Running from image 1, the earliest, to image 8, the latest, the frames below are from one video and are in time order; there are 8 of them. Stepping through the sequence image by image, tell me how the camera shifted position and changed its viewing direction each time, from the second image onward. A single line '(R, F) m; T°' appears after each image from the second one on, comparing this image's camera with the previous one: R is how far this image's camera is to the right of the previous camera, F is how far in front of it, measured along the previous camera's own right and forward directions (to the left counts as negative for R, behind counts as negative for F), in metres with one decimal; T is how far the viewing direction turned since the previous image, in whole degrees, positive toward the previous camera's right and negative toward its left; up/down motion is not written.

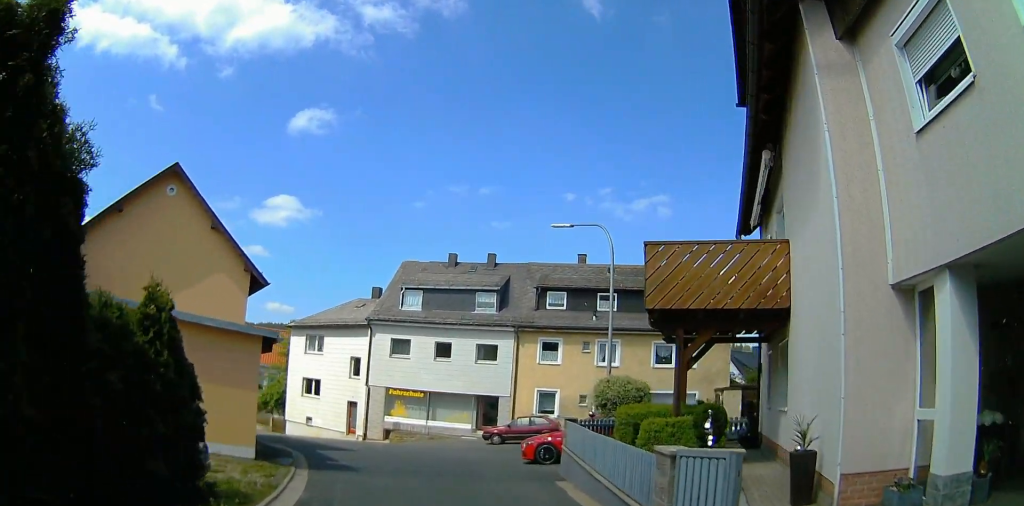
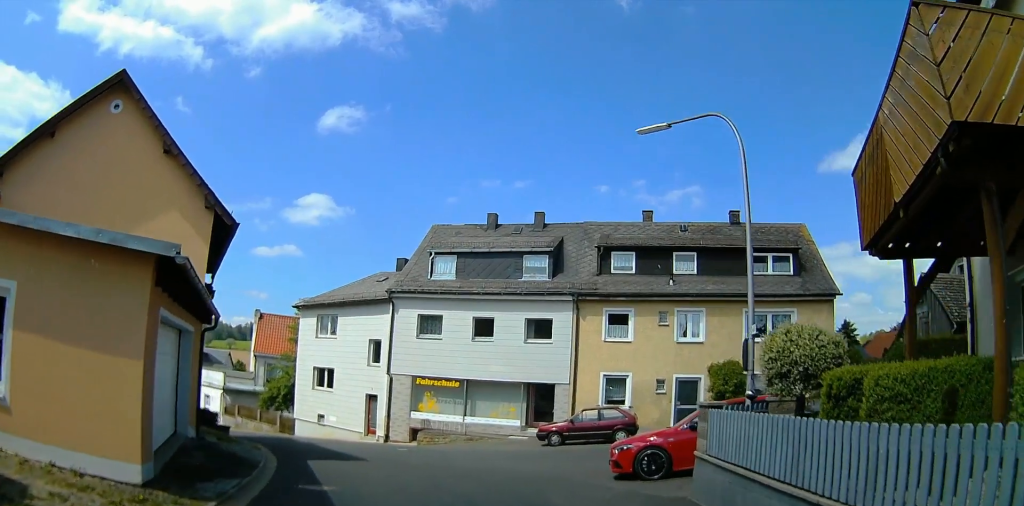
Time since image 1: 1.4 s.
(0.0, +6.0) m; 0°
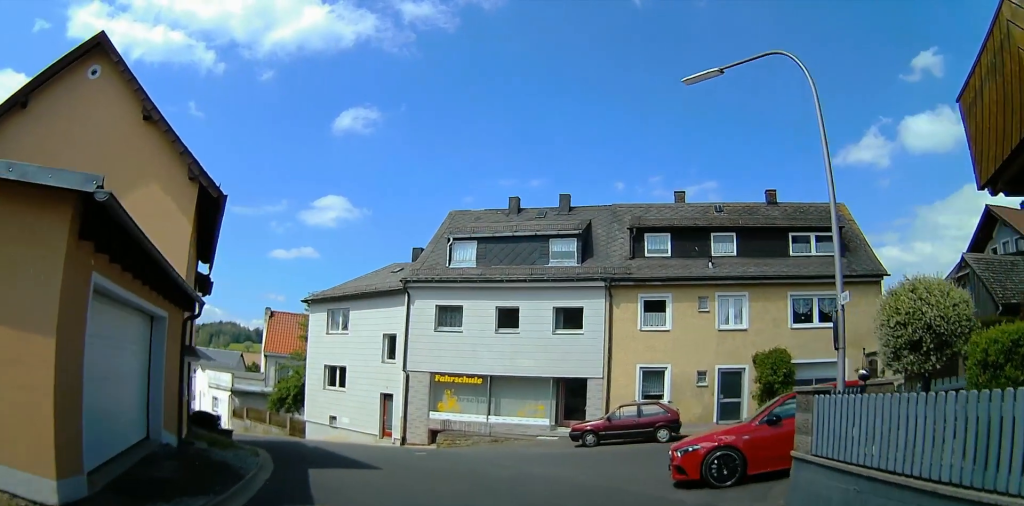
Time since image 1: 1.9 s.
(0.0, +2.1) m; 0°
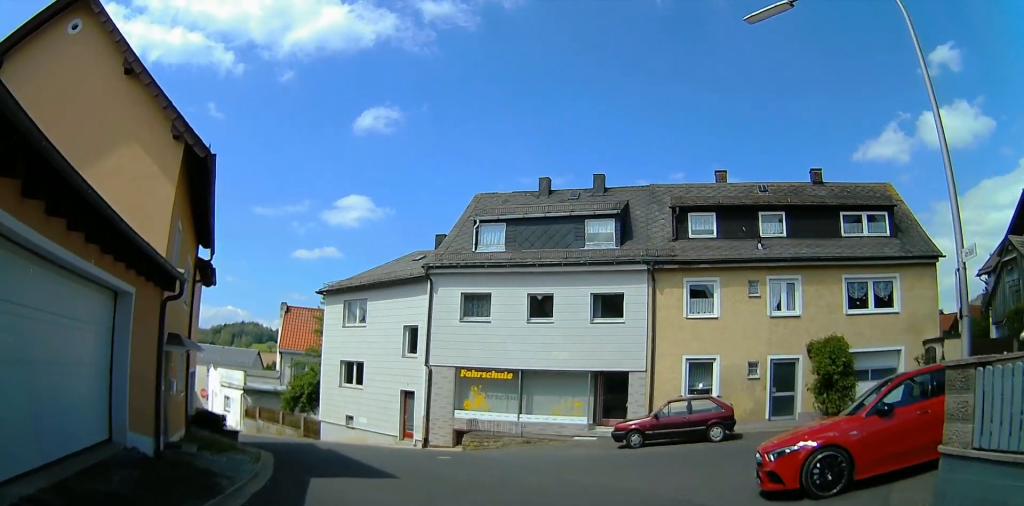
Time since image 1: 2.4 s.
(0.0, +2.2) m; +2°
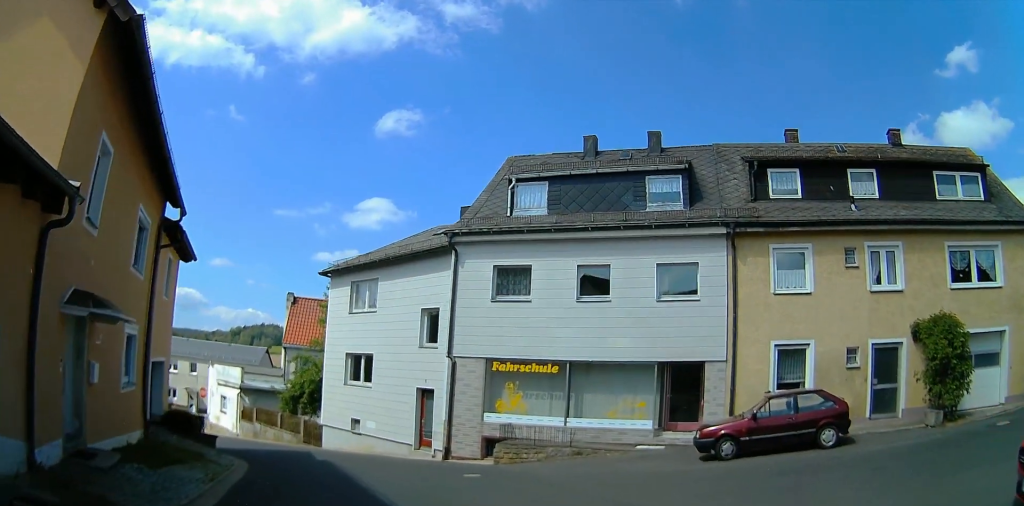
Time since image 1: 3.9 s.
(+0.2, +5.0) m; +7°
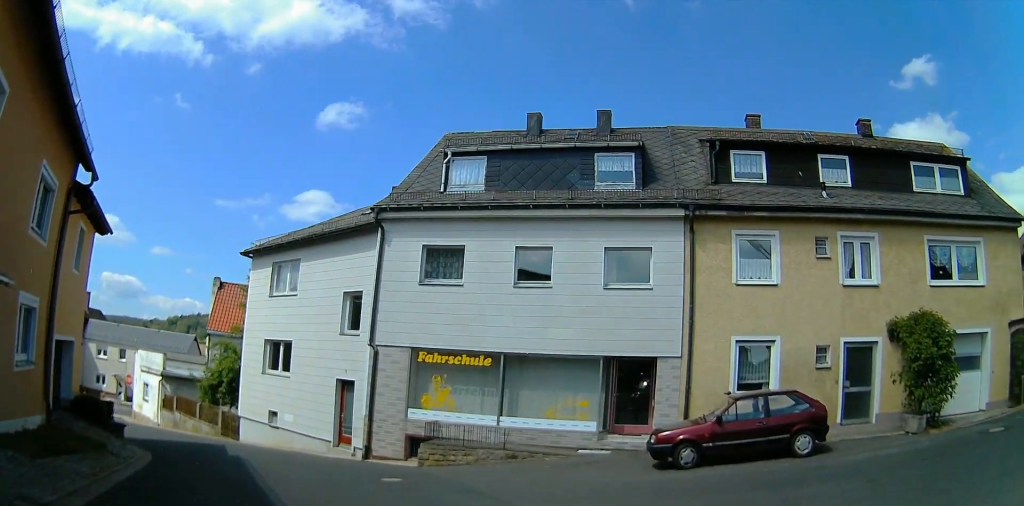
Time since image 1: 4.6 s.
(+0.1, +1.9) m; +9°
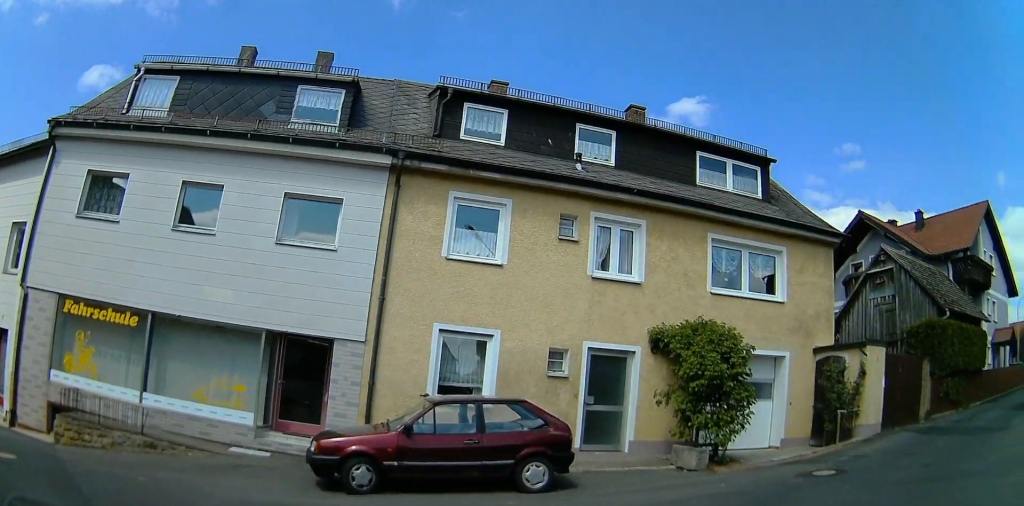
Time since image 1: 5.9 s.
(+0.5, +2.8) m; +25°
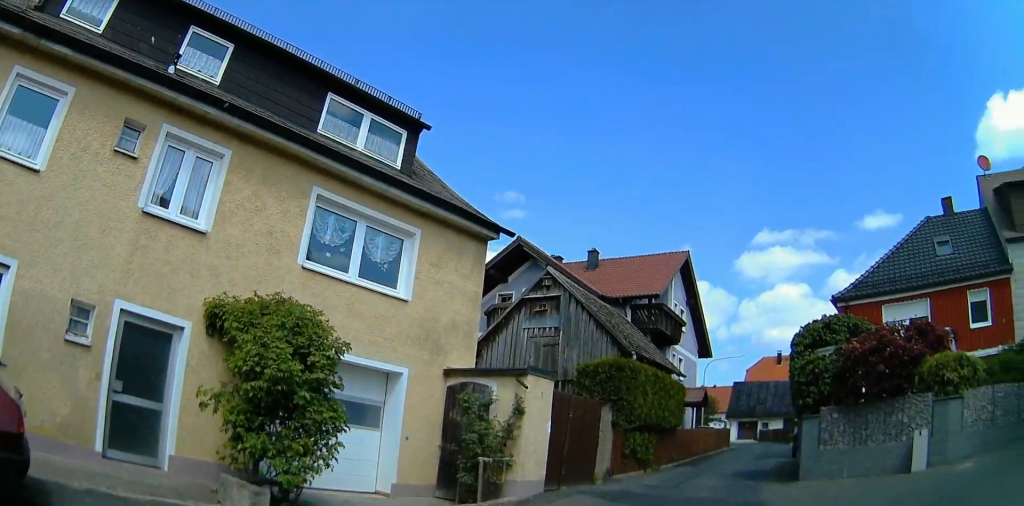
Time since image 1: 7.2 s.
(+0.9, +3.4) m; +26°
